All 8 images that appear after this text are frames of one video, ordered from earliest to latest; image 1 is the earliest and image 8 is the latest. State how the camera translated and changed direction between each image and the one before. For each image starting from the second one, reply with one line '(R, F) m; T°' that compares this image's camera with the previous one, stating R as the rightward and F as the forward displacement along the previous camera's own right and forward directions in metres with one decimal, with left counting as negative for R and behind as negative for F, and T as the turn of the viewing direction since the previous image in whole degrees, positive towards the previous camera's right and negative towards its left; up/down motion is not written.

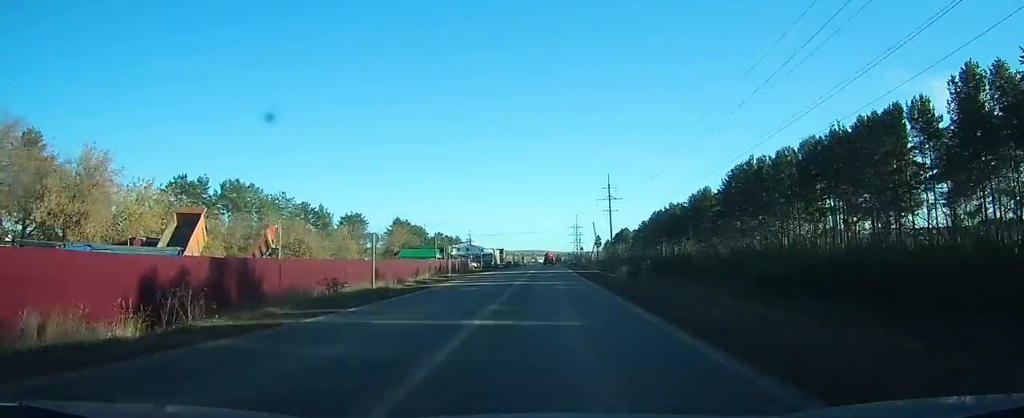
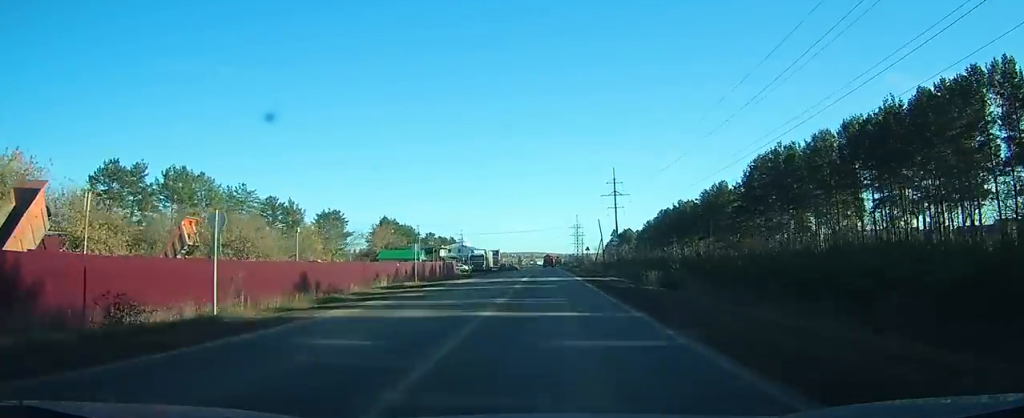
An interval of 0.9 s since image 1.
(0.0, +15.5) m; 0°
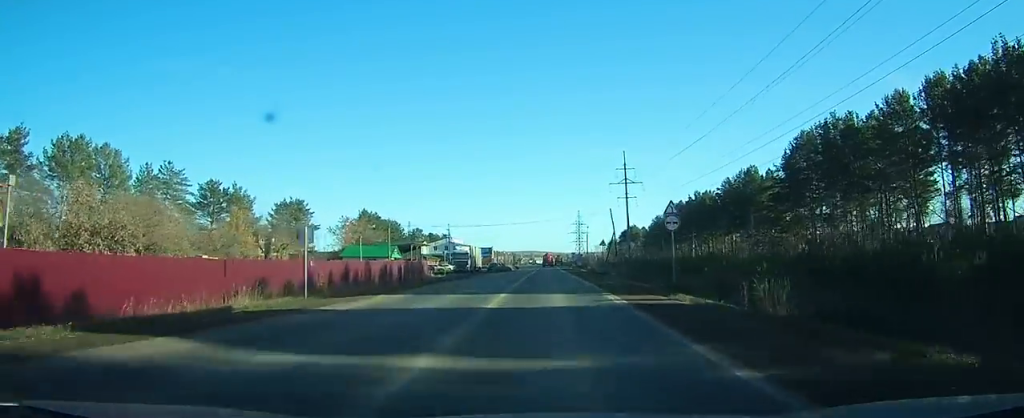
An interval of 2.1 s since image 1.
(0.0, +21.4) m; 0°
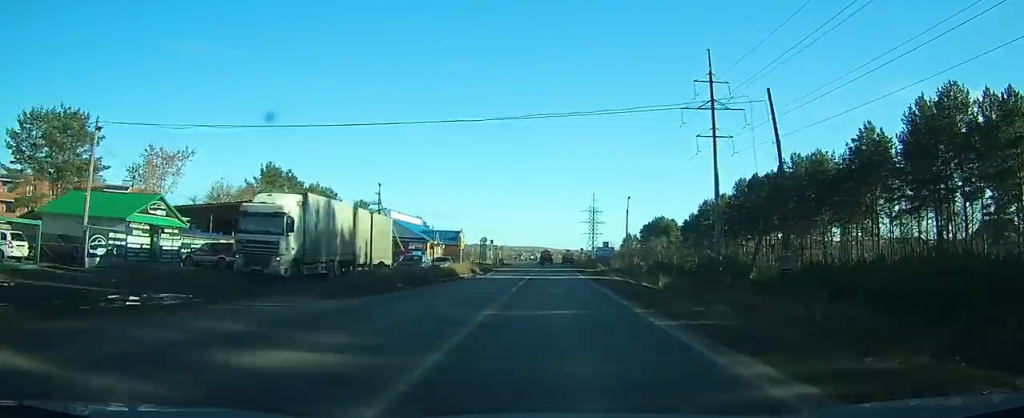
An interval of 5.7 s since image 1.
(+0.1, +63.8) m; 0°
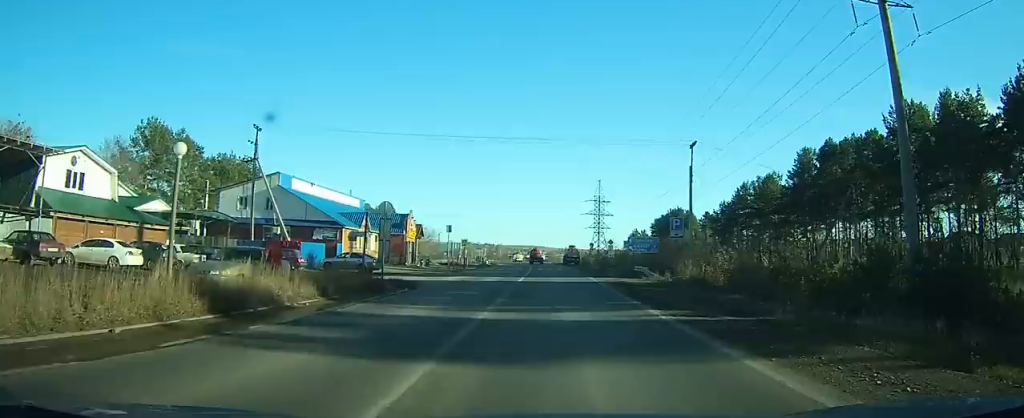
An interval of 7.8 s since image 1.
(0.0, +35.2) m; 0°
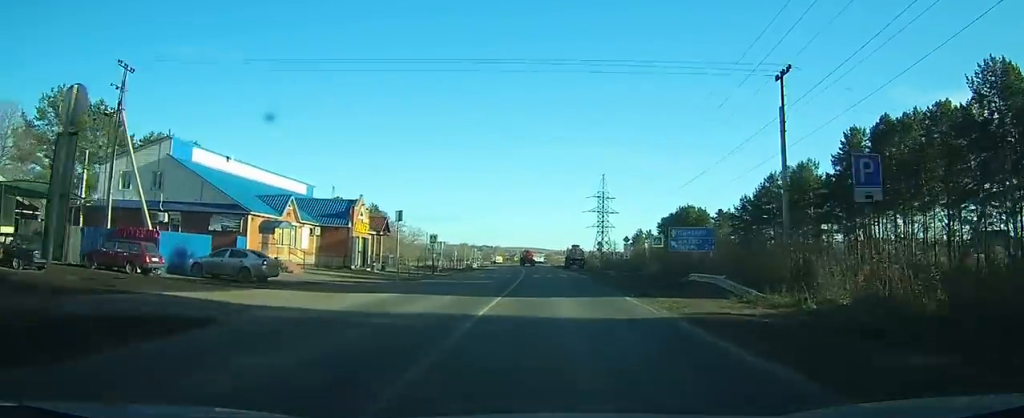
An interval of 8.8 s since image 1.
(0.0, +16.9) m; 0°
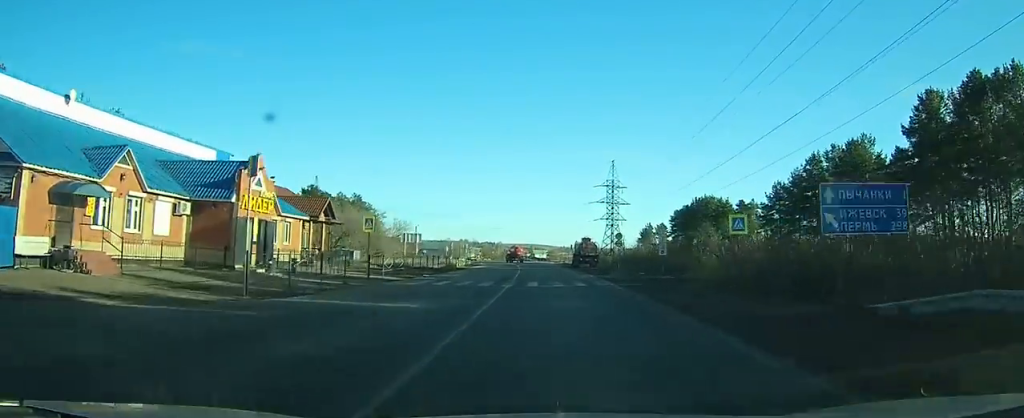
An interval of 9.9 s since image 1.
(+0.1, +17.8) m; 0°
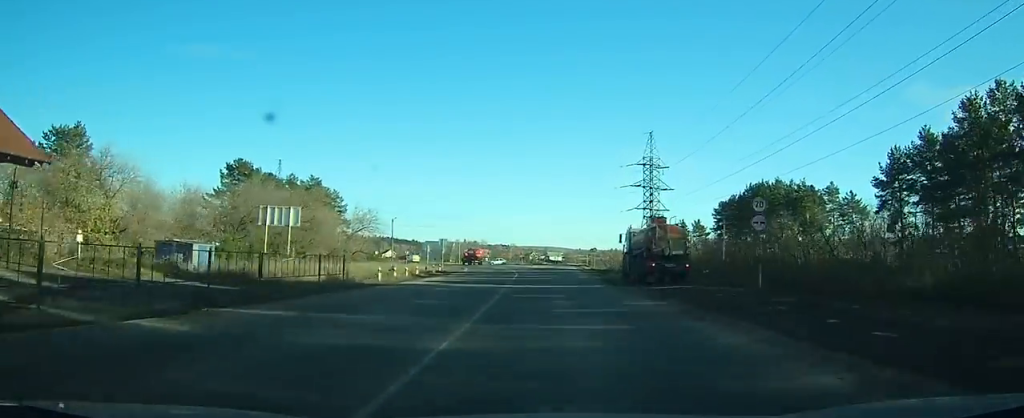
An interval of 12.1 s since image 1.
(-0.2, +36.5) m; -1°
